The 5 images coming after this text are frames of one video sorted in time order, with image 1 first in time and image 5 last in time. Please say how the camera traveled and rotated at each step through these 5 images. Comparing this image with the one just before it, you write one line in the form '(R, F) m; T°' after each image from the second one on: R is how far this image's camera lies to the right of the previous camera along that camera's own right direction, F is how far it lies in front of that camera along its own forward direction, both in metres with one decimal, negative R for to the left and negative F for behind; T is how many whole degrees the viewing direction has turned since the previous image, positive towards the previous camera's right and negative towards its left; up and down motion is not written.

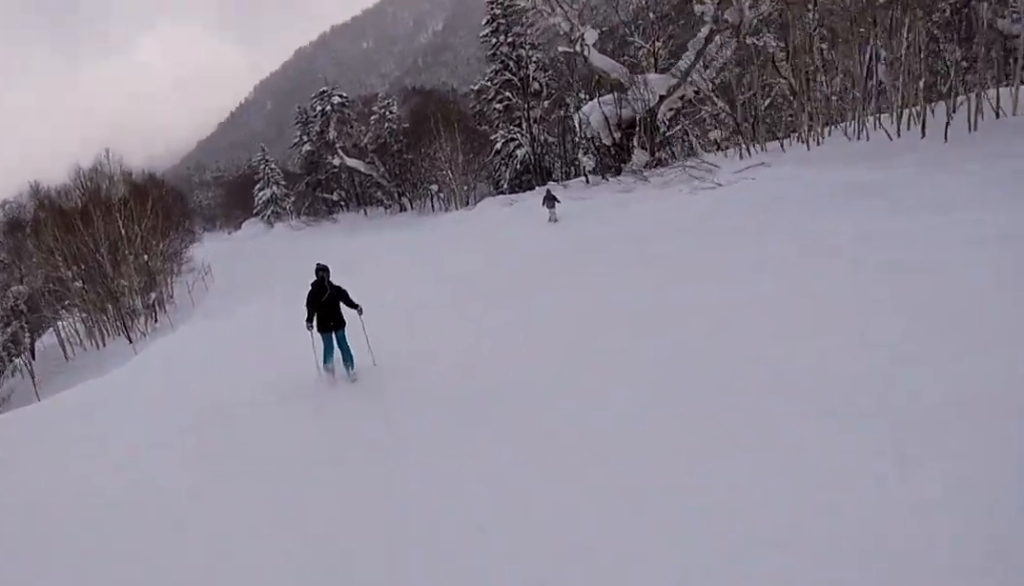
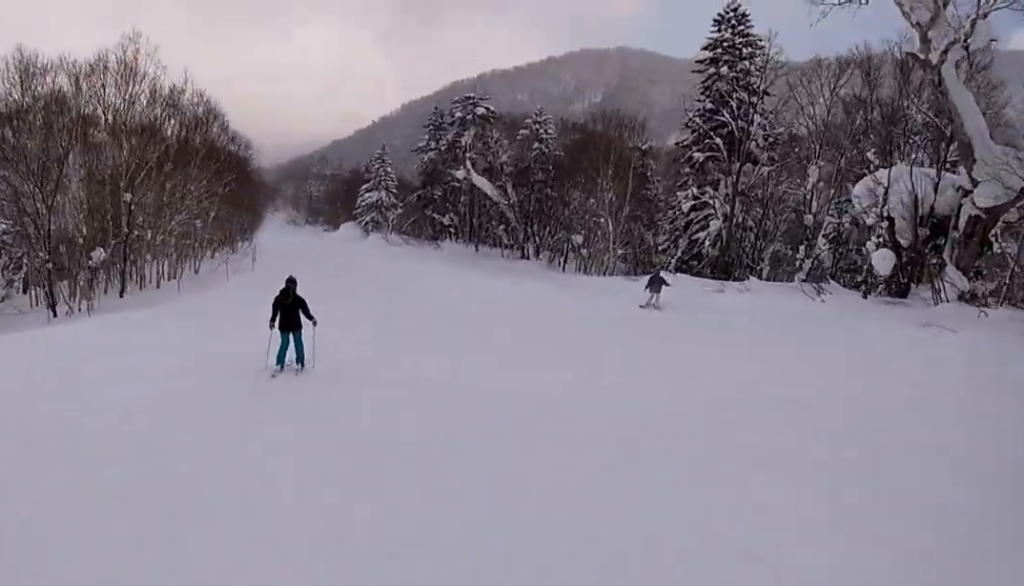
(-0.9, +16.0) m; -8°
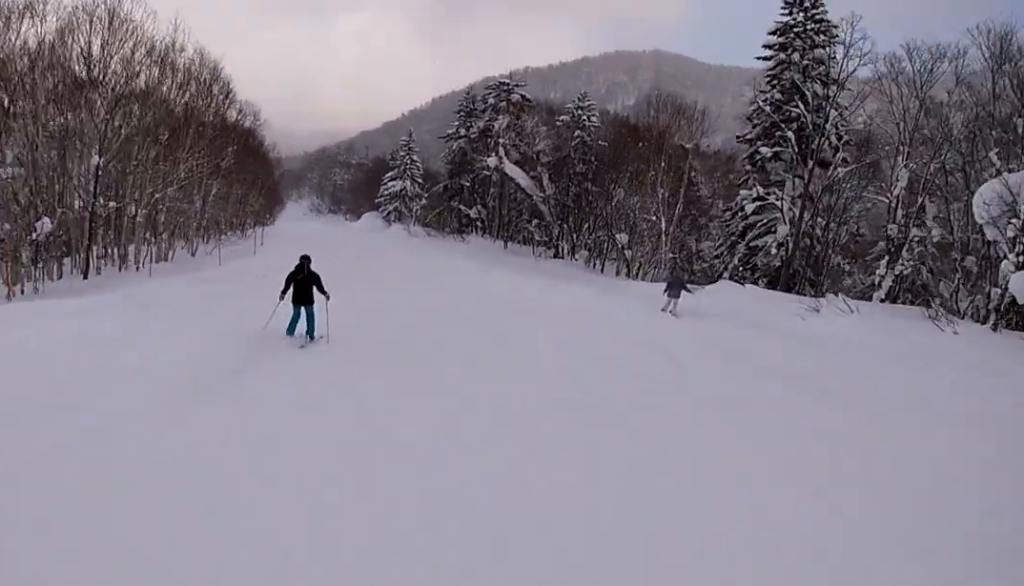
(-0.6, +4.6) m; 0°
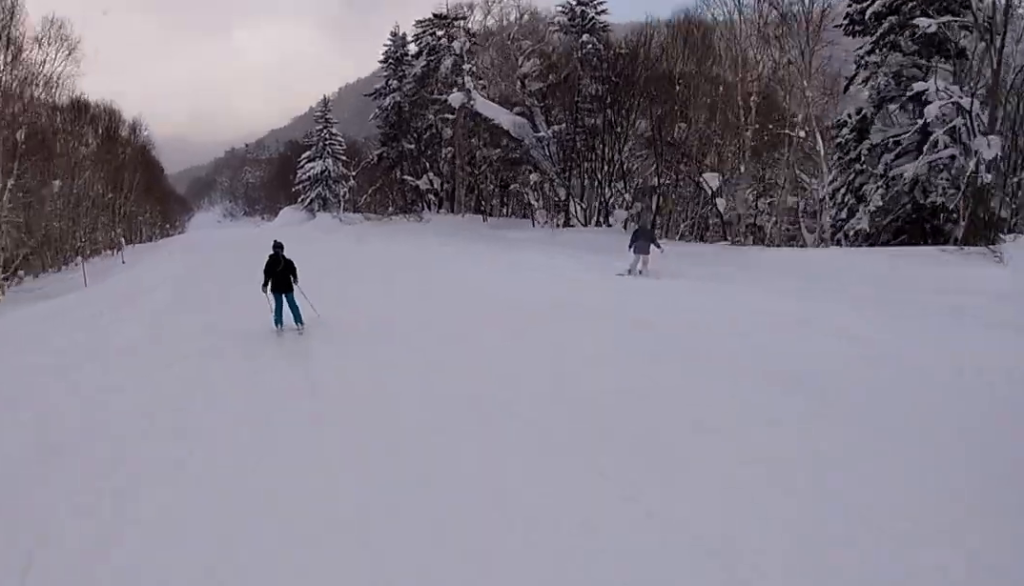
(+0.8, +16.5) m; -1°
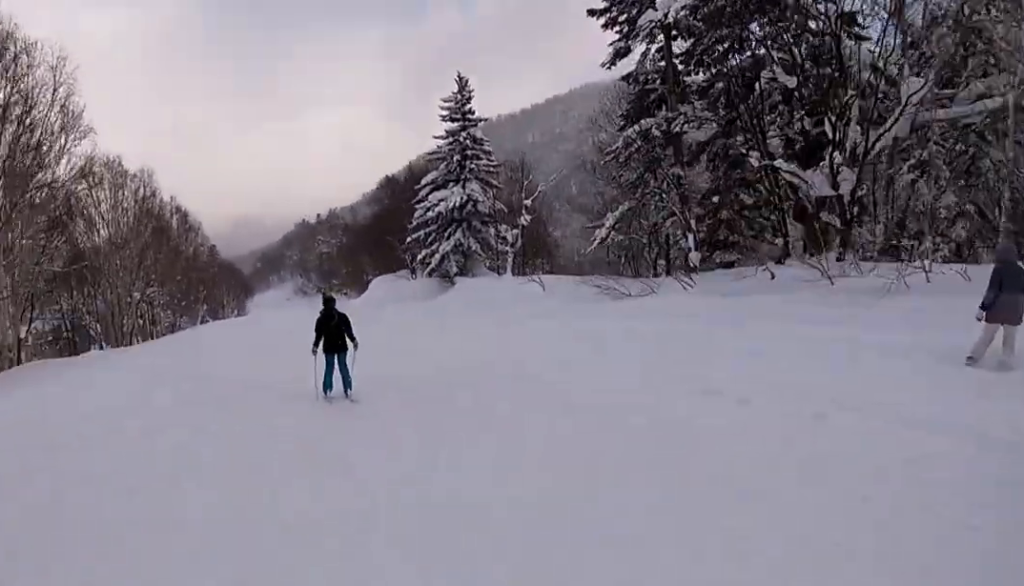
(-2.7, +34.7) m; -4°
